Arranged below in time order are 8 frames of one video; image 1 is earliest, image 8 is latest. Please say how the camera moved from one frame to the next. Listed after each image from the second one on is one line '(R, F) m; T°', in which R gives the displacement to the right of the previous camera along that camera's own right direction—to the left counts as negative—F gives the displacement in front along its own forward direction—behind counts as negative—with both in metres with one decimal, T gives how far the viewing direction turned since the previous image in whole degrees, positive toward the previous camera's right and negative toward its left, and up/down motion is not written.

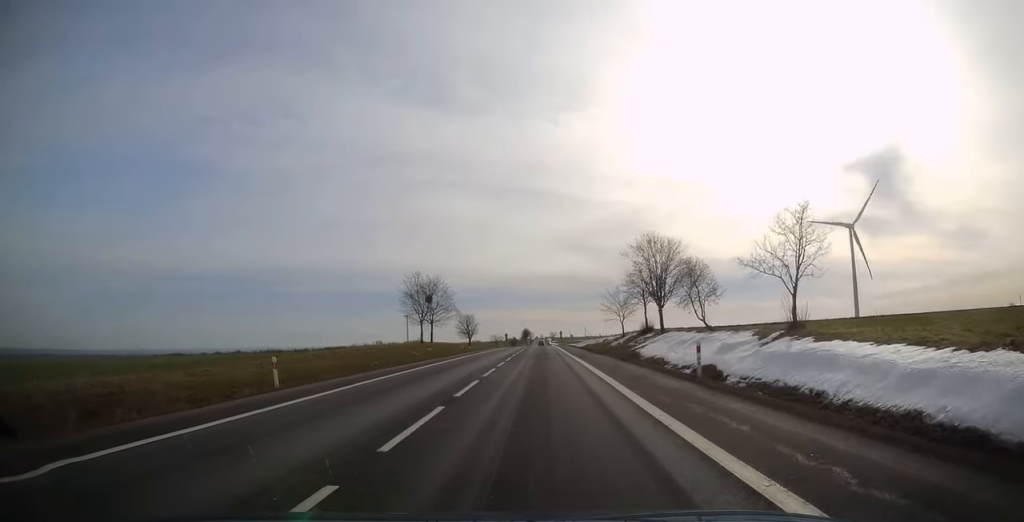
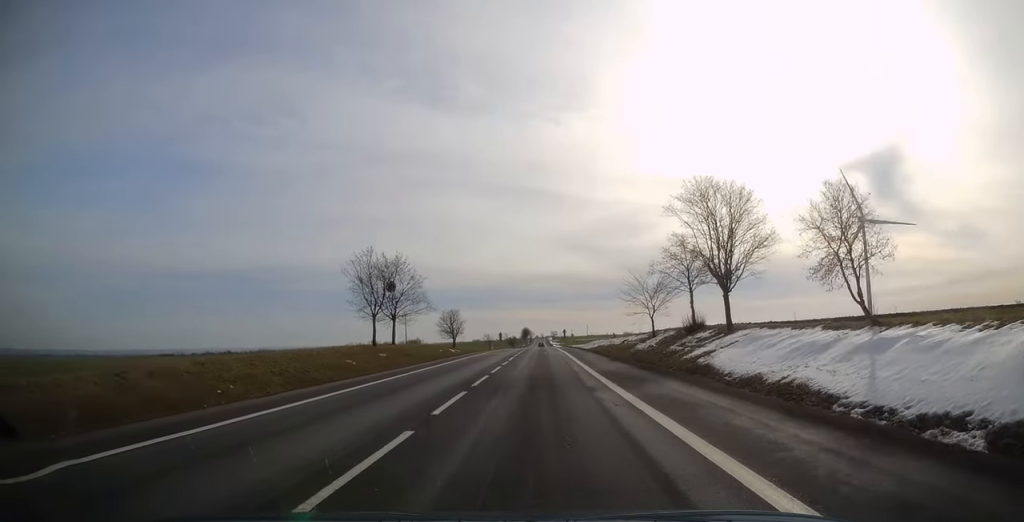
(0.0, +20.6) m; 0°
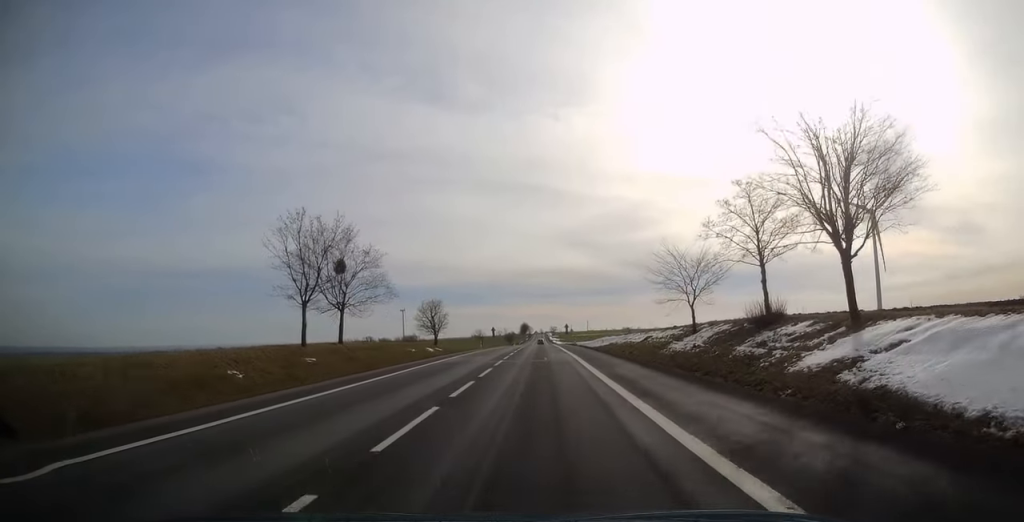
(+0.1, +15.4) m; 0°
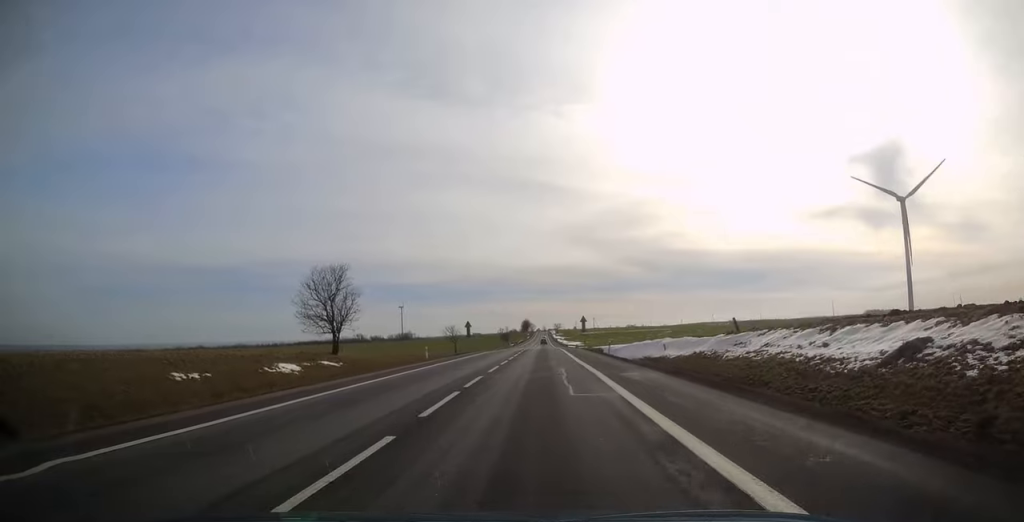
(-0.2, +38.9) m; 0°
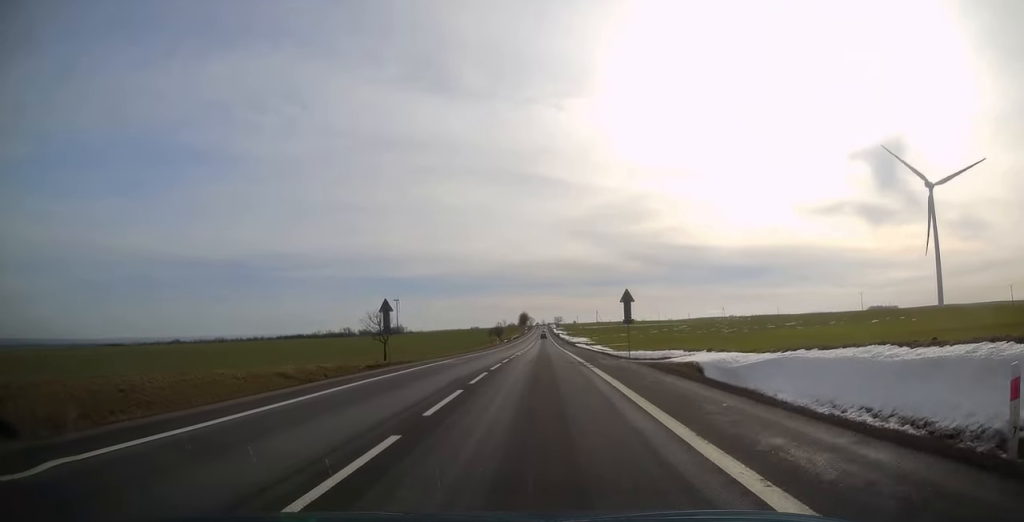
(-0.1, +35.9) m; 0°
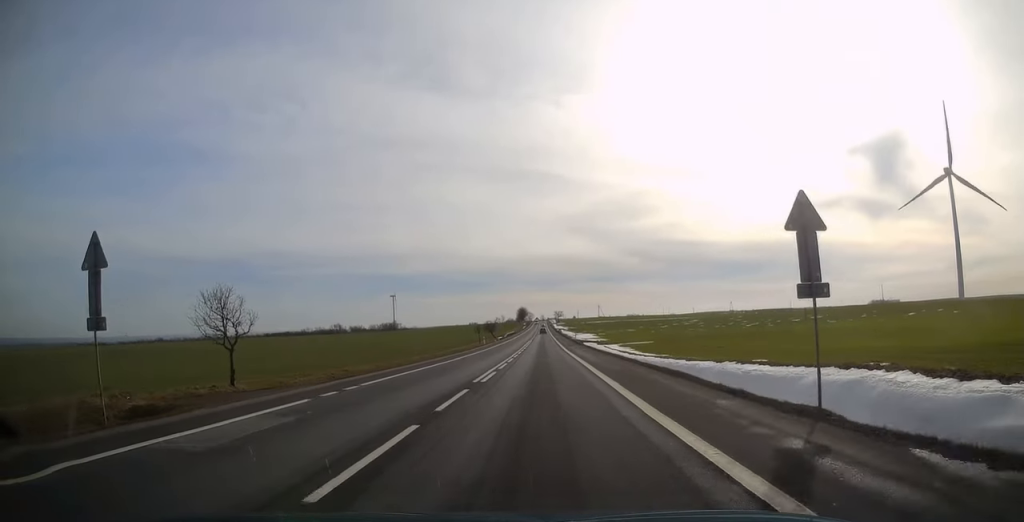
(0.0, +23.2) m; 0°
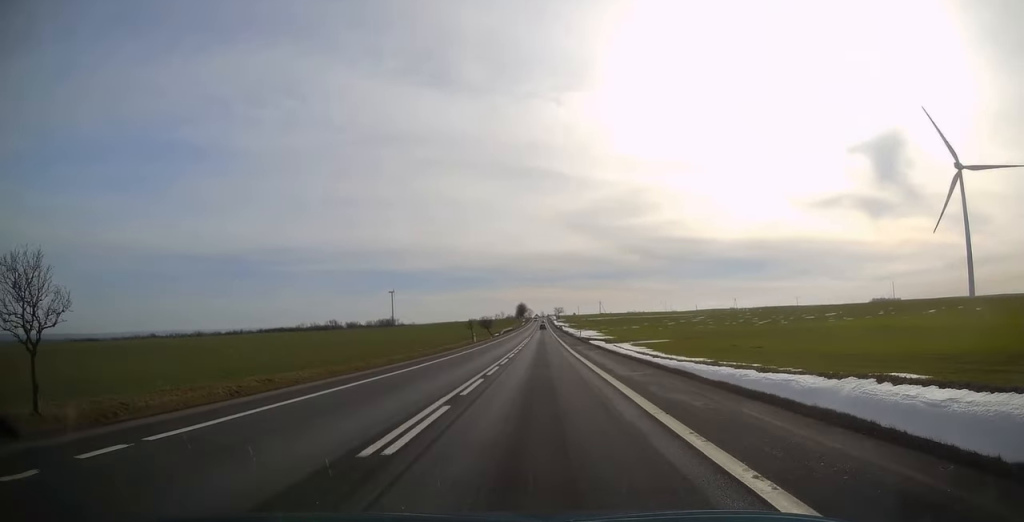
(+0.1, +10.7) m; 0°
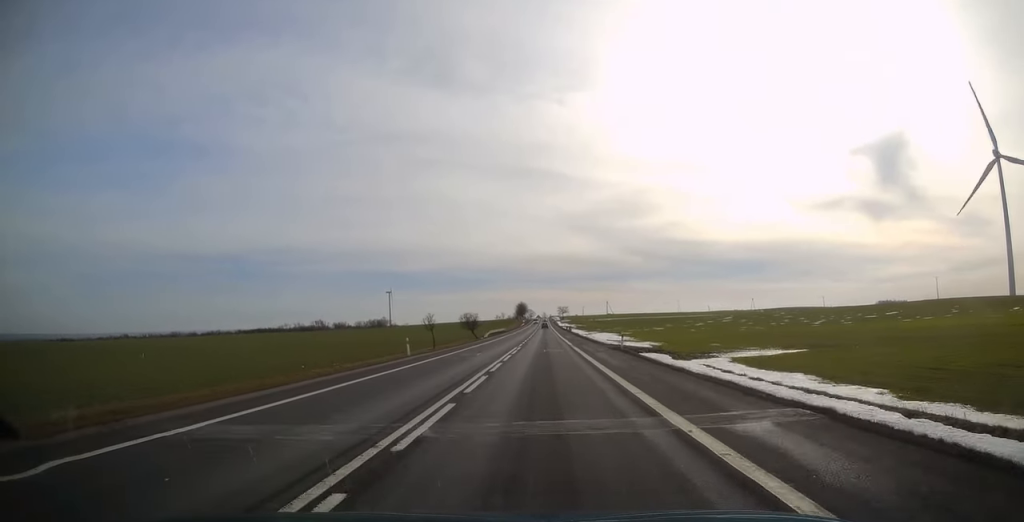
(+0.2, +36.2) m; 0°
